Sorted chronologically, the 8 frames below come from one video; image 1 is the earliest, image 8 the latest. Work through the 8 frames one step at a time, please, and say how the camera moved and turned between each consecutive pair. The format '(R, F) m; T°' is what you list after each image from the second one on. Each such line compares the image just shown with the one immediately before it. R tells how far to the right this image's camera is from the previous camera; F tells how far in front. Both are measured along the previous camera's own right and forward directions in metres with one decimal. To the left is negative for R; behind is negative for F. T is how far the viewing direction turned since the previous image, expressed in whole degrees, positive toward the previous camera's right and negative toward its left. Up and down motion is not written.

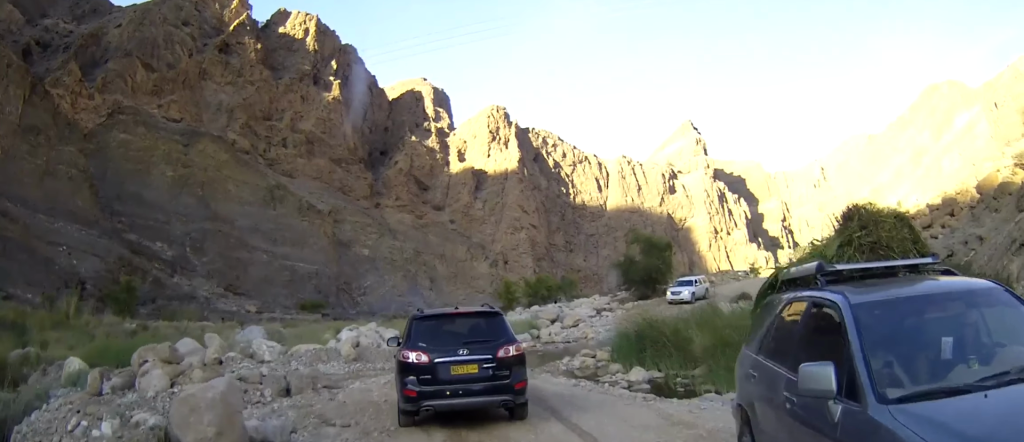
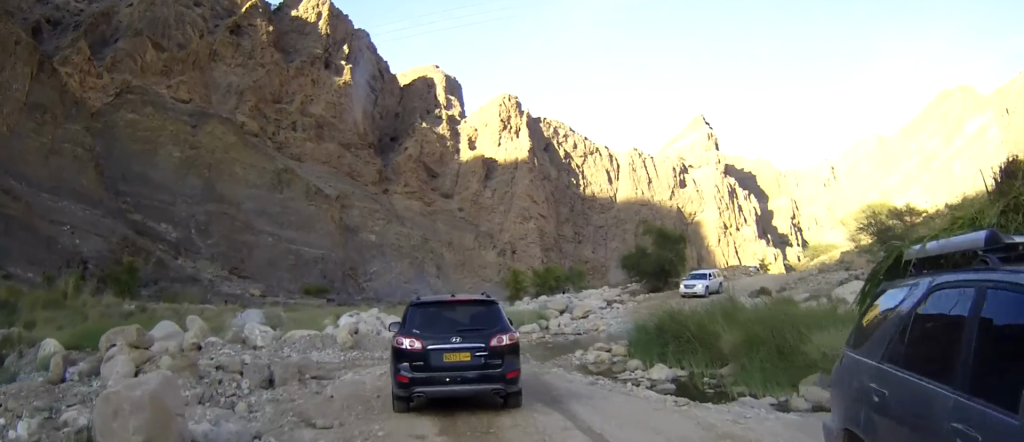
(0.0, +2.0) m; +1°
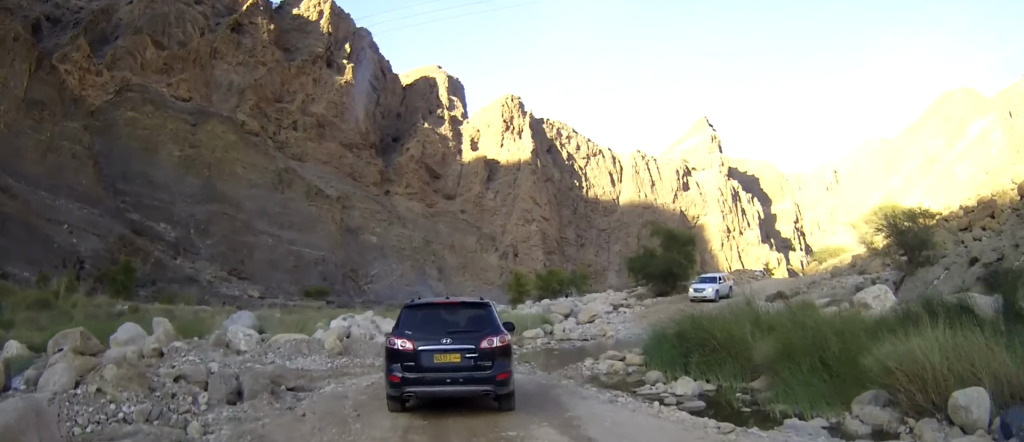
(0.0, +2.4) m; 0°
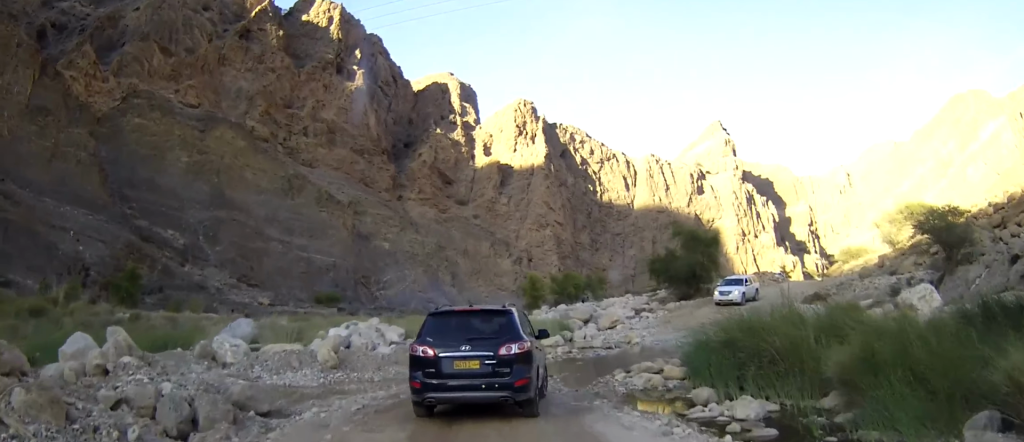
(0.0, +2.9) m; -1°
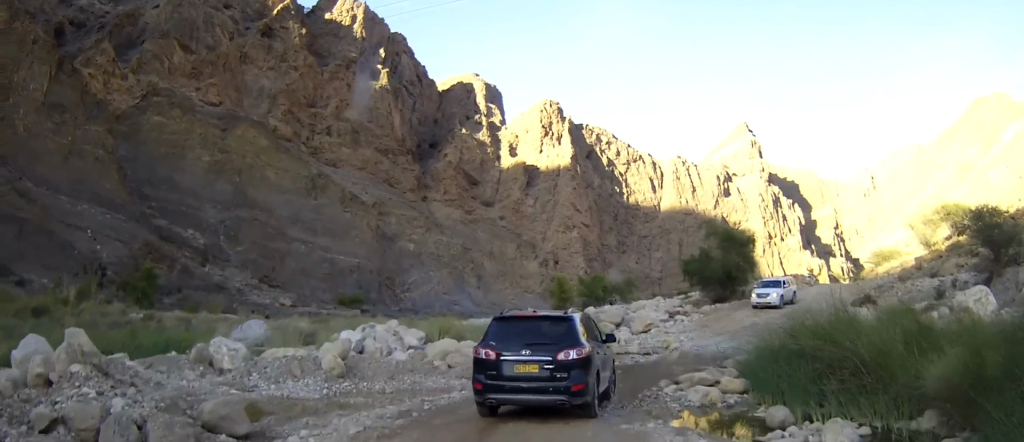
(0.0, +2.7) m; -1°
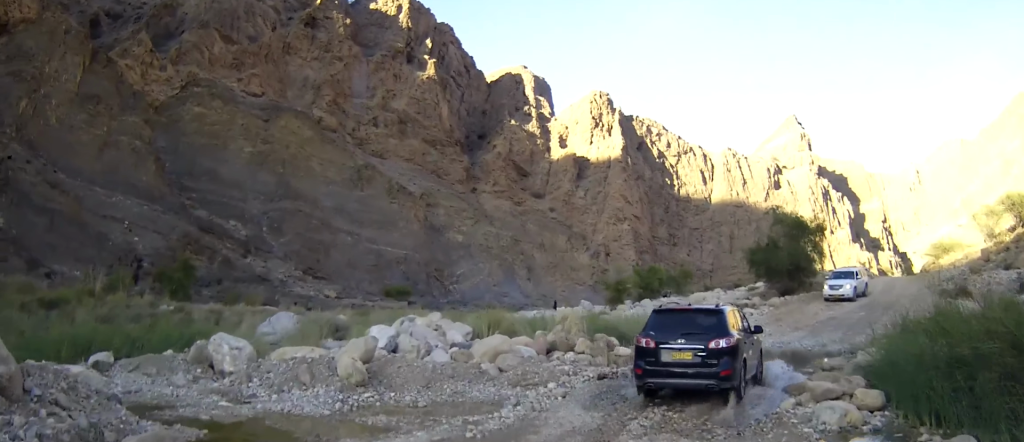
(-0.1, +4.1) m; -3°
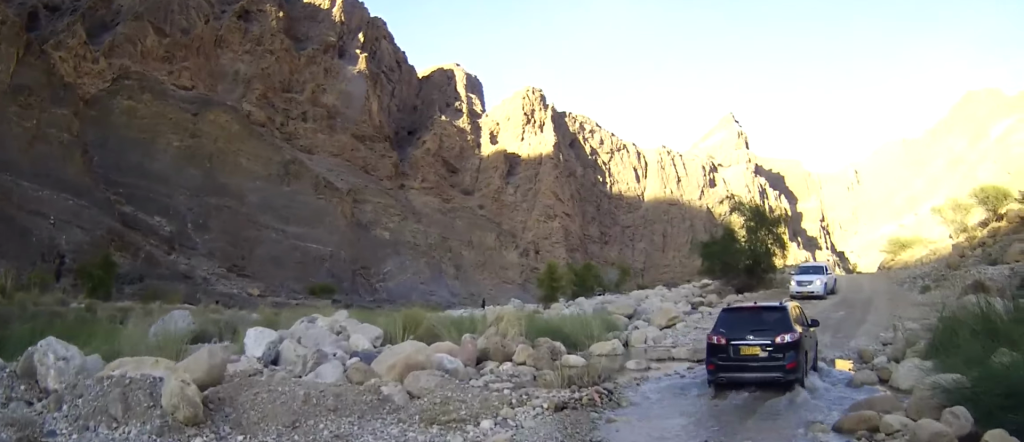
(-0.2, +5.4) m; +2°
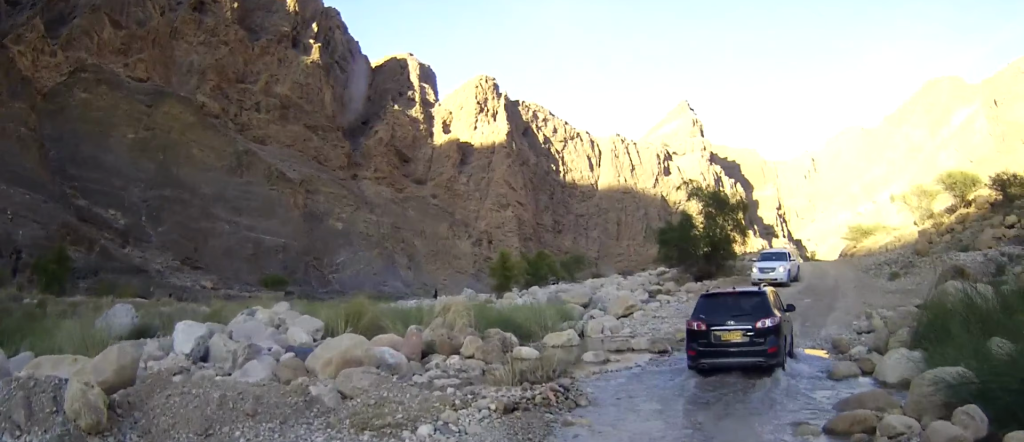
(+0.1, +1.1) m; +3°
